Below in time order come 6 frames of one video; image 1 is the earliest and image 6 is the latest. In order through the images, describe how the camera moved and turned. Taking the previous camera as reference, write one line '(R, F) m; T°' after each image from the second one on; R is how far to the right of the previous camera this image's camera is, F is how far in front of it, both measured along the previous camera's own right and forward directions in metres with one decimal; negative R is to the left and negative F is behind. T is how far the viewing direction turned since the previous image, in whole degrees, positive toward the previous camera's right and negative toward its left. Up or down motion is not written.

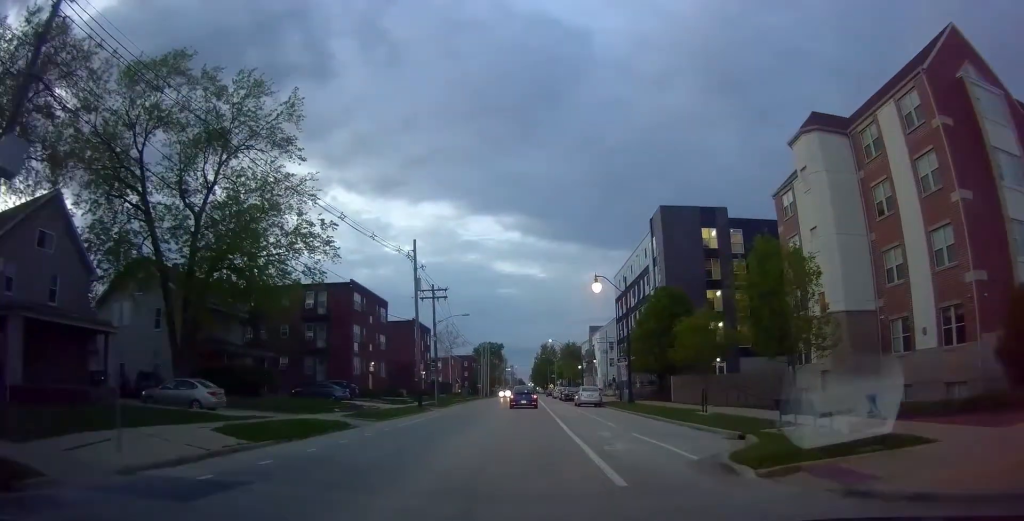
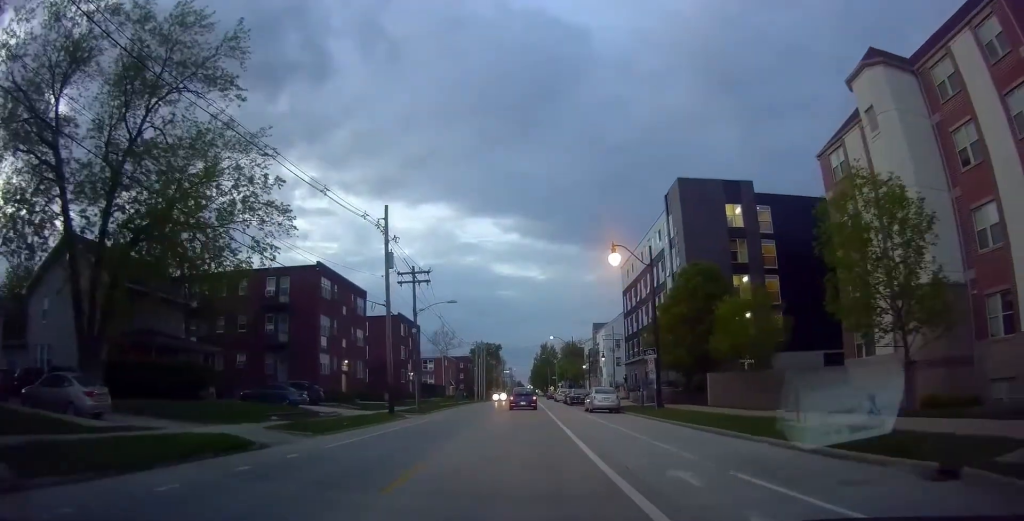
(+0.4, +8.9) m; +2°
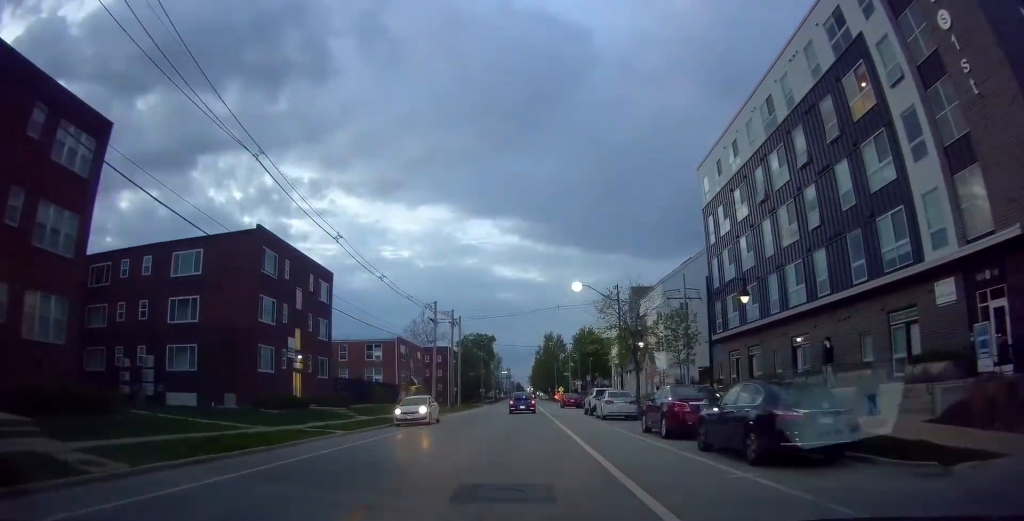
(0.0, +41.4) m; 0°
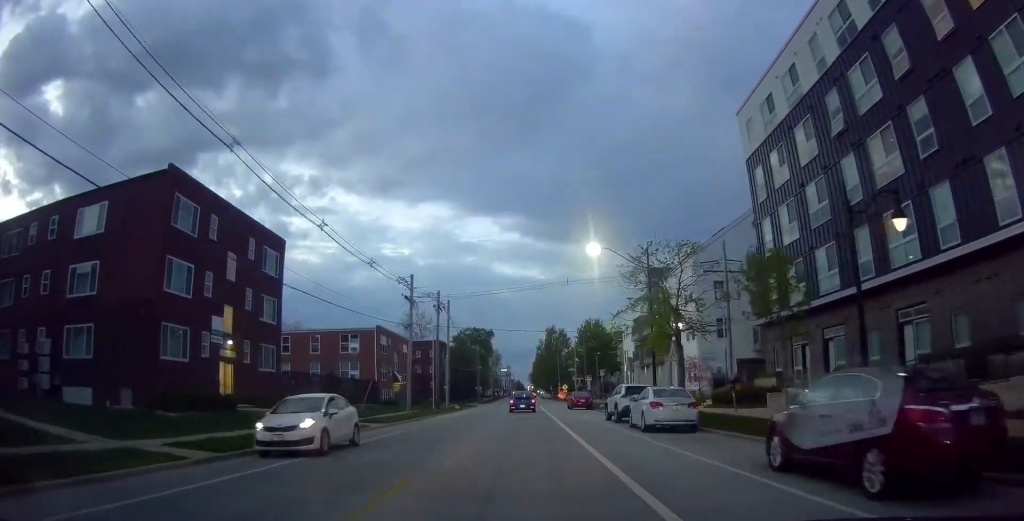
(0.0, +10.3) m; -1°
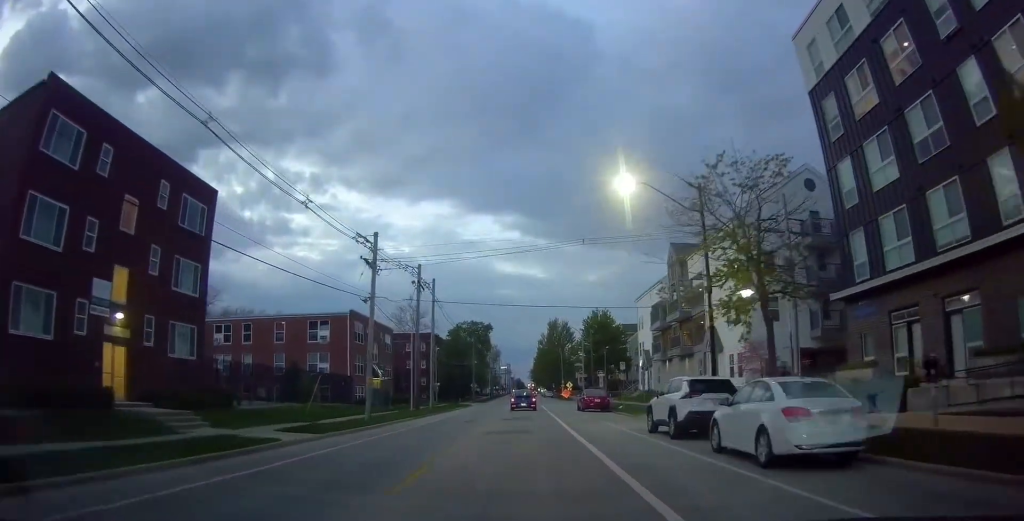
(+0.1, +9.4) m; -3°
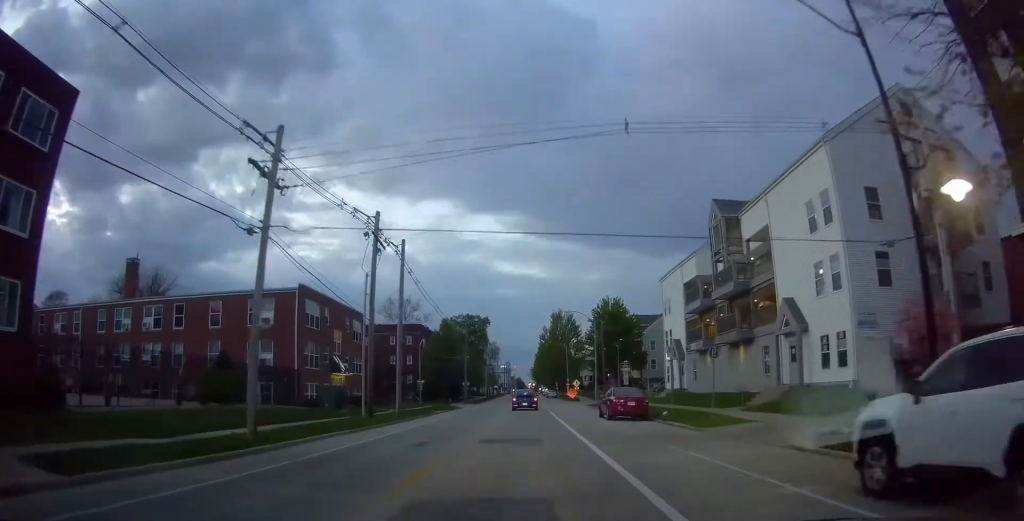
(-0.8, +12.1) m; 0°
